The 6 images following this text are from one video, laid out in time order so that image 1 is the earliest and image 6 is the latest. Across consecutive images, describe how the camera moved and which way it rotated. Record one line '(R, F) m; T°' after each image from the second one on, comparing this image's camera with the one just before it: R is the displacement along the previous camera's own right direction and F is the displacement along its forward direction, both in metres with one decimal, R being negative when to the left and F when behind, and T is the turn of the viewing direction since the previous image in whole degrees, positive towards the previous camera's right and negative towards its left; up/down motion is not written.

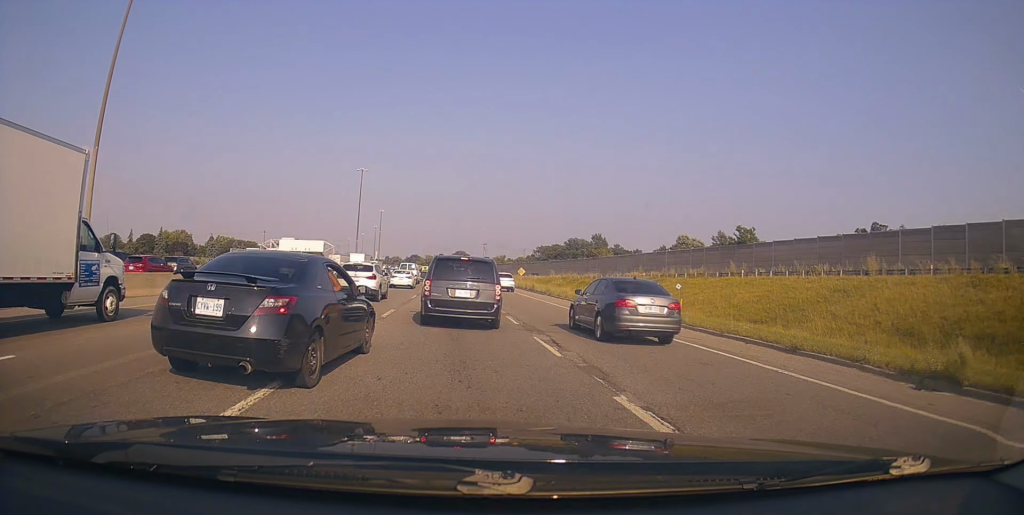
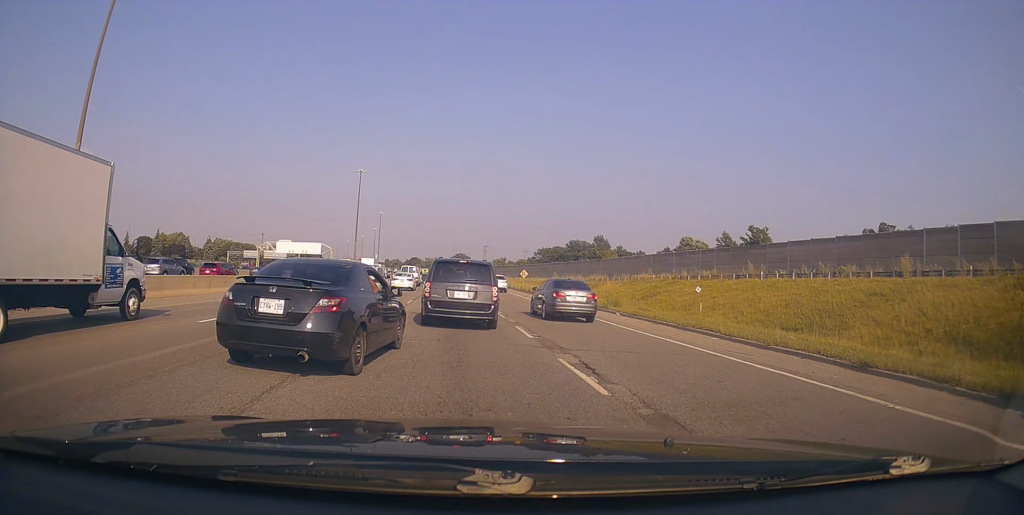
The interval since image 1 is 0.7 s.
(0.0, +3.6) m; 0°
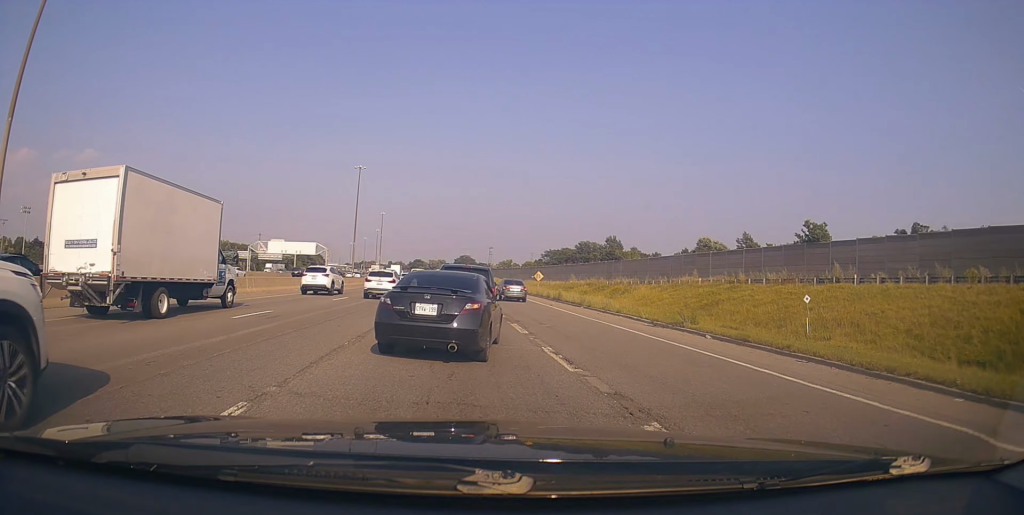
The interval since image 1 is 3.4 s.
(0.0, +11.1) m; 0°
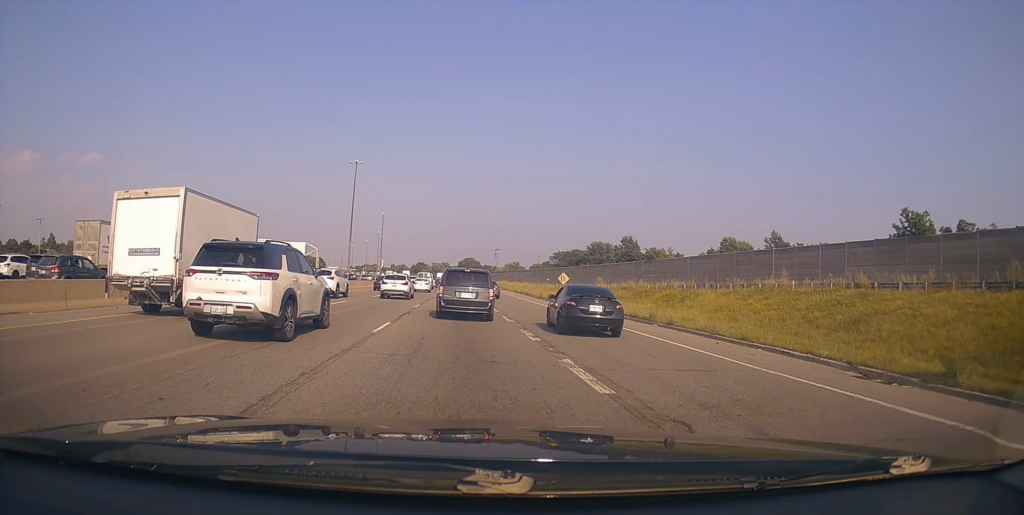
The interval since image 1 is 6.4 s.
(0.0, +12.4) m; 0°
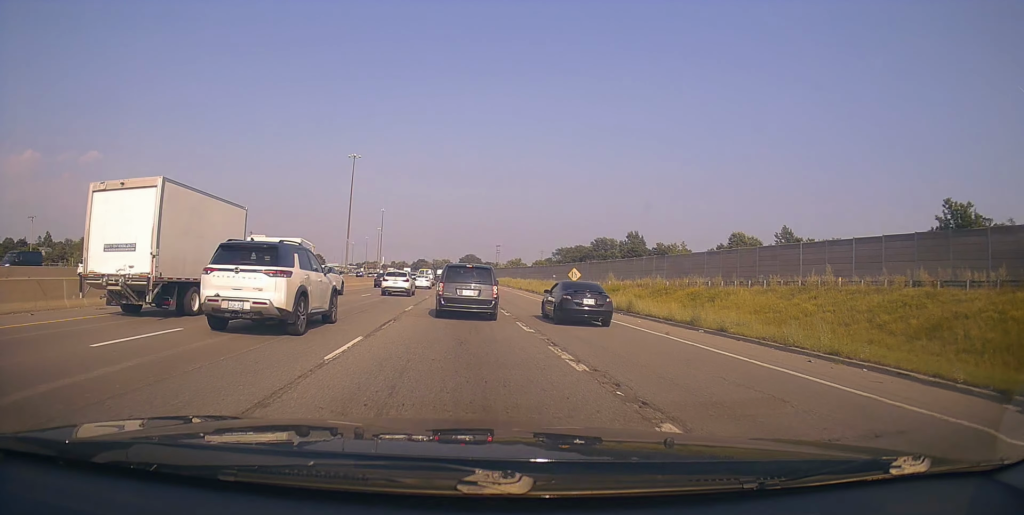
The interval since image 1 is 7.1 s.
(0.0, +4.2) m; 0°
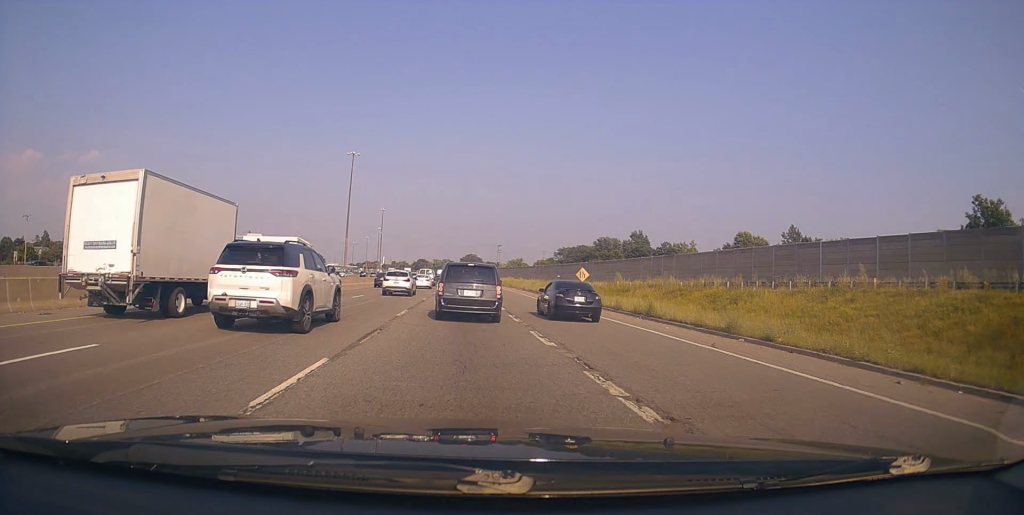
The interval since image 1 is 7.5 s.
(0.0, +3.1) m; 0°
